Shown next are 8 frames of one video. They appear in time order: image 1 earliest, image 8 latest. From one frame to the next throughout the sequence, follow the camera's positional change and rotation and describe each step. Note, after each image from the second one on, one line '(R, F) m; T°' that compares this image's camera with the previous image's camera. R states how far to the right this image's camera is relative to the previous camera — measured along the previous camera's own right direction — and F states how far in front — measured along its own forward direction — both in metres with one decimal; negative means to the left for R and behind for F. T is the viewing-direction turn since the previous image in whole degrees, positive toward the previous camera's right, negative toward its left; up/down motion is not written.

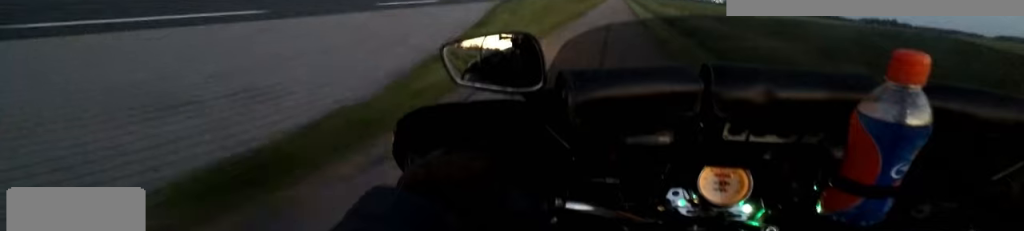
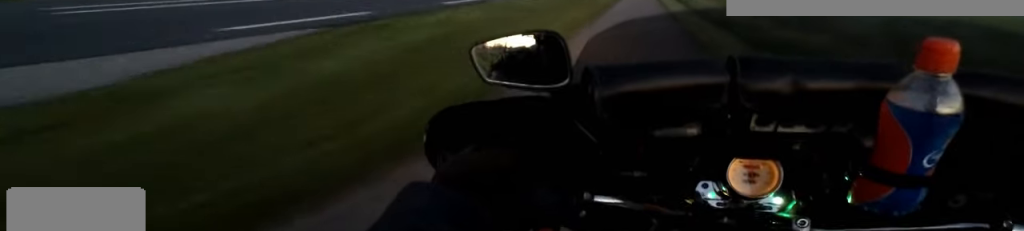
(0.0, +10.9) m; 0°
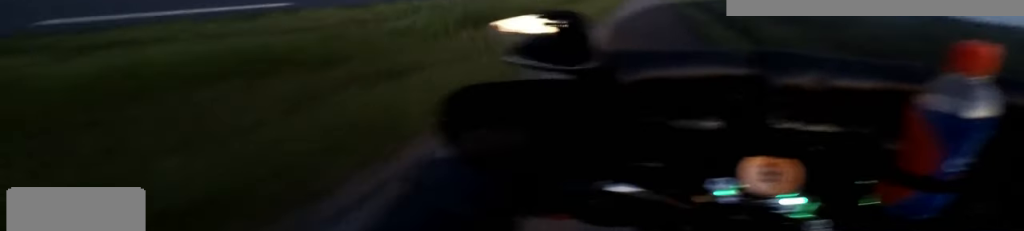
(0.0, +14.6) m; 0°
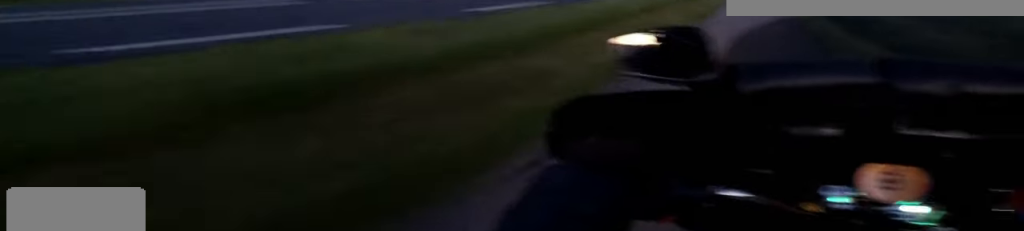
(0.0, +13.2) m; 0°
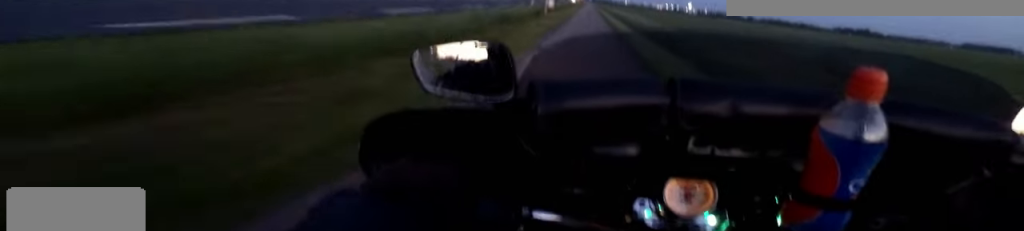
(+0.2, +15.4) m; +1°
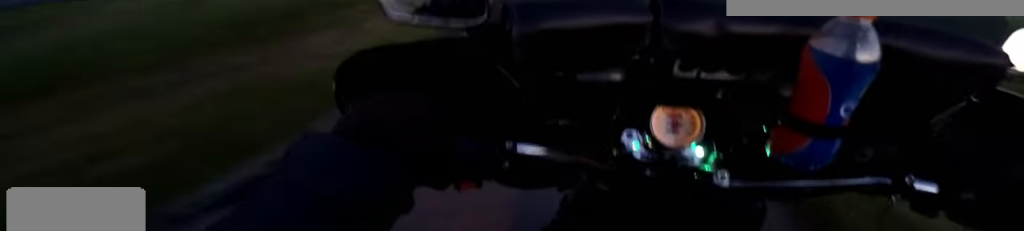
(+0.1, +12.5) m; -1°
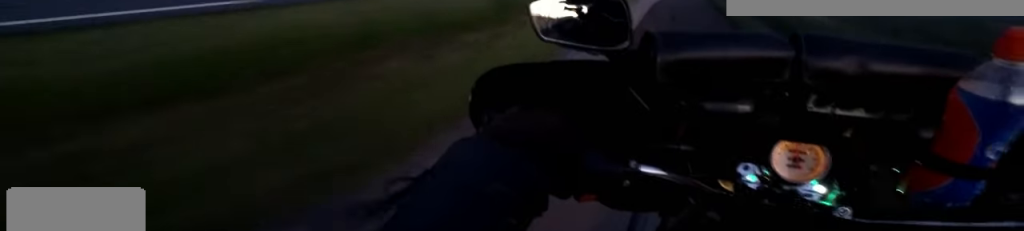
(-0.5, +25.5) m; -1°
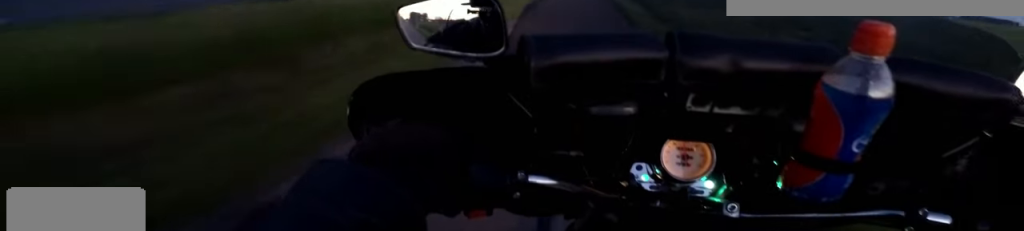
(0.0, +7.1) m; 0°
